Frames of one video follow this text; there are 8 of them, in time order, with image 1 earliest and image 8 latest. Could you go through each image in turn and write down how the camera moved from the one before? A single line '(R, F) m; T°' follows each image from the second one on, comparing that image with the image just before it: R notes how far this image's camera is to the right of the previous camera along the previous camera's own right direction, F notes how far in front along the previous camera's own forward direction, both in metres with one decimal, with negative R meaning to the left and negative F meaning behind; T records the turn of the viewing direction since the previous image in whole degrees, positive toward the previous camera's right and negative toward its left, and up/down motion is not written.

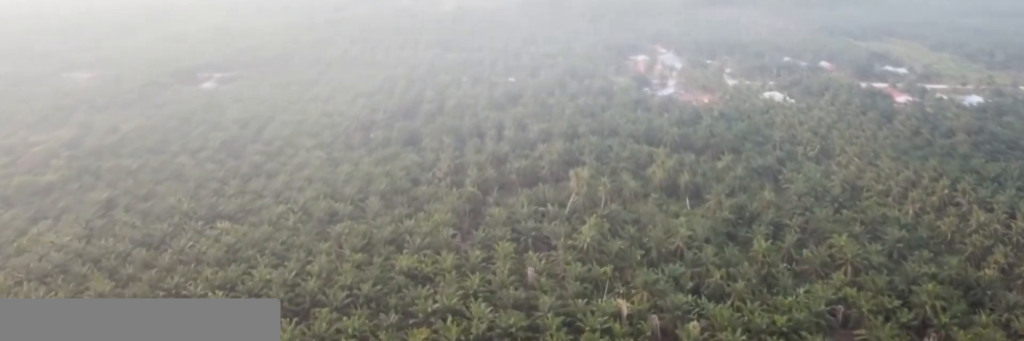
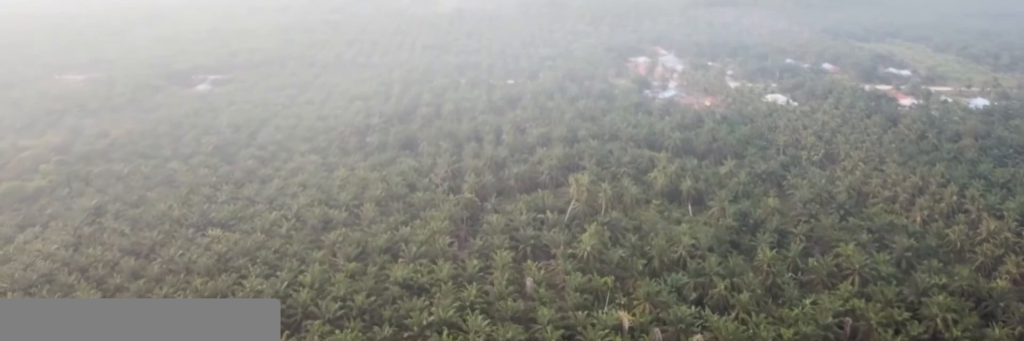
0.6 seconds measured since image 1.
(0.0, +4.3) m; 0°
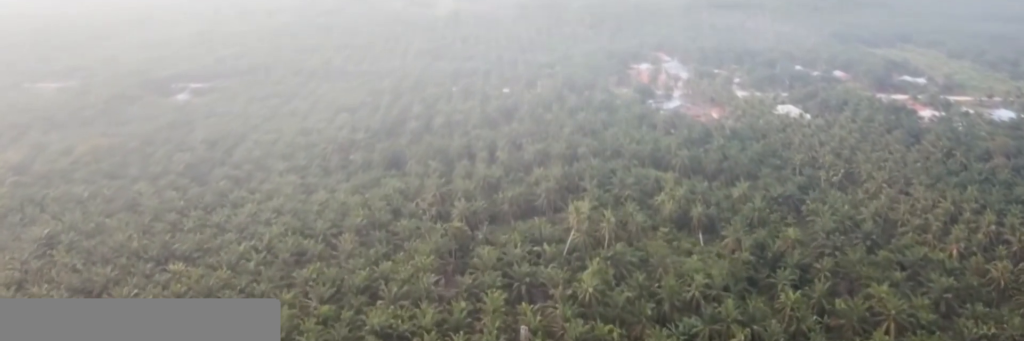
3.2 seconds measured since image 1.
(+0.1, +17.4) m; -1°
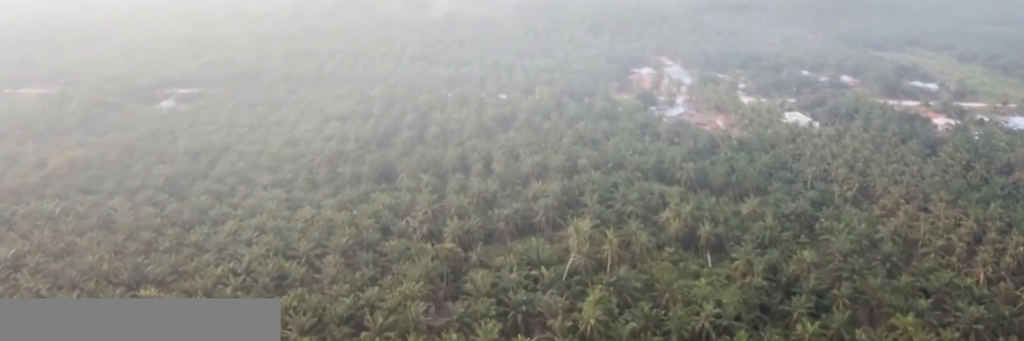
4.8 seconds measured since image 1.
(+0.1, +11.0) m; +1°
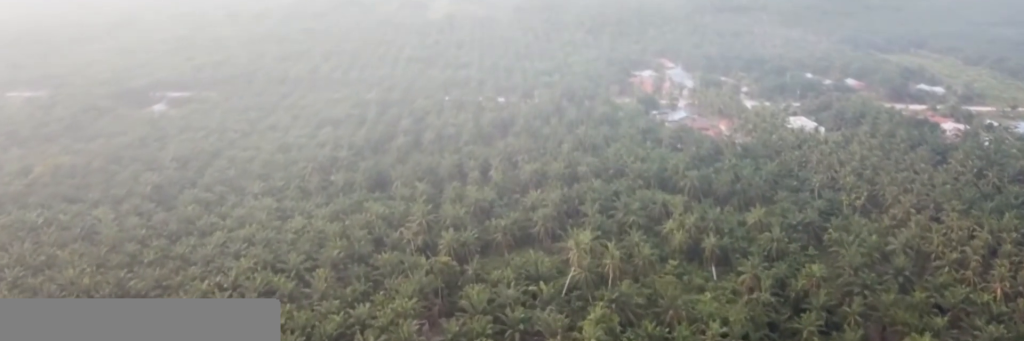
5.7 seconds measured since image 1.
(0.0, +6.4) m; 0°
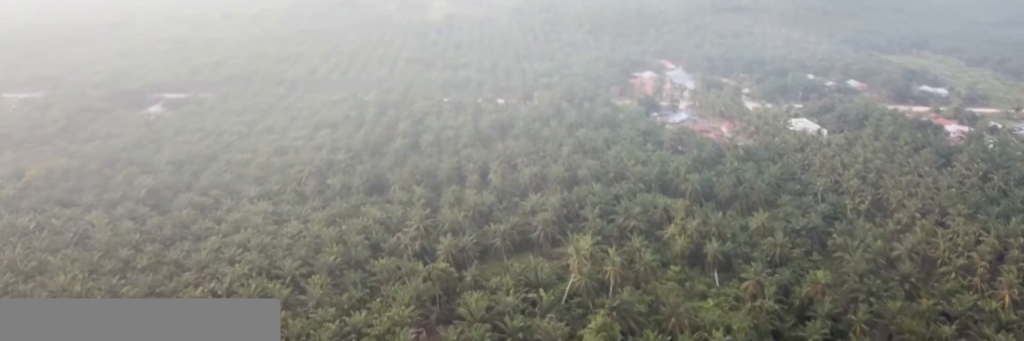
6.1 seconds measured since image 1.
(0.0, +2.7) m; 0°
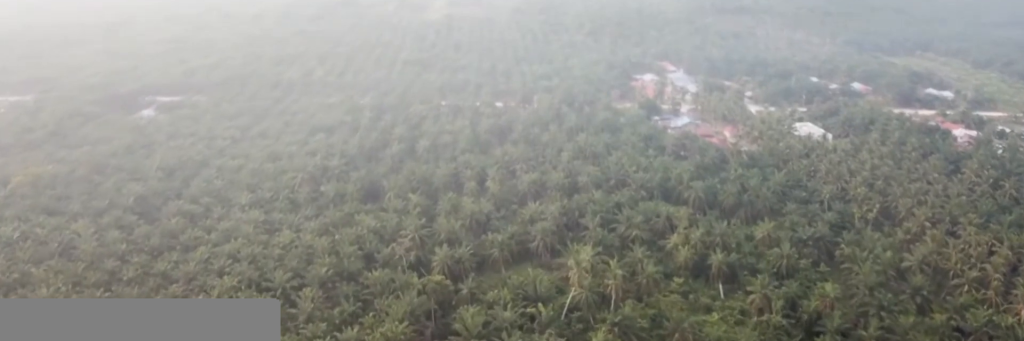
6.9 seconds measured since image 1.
(0.0, +5.0) m; 0°
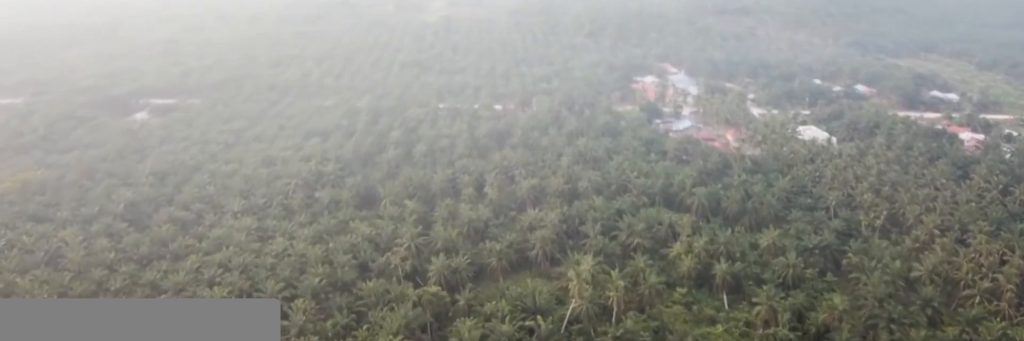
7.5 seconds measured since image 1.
(0.0, +4.5) m; 0°
